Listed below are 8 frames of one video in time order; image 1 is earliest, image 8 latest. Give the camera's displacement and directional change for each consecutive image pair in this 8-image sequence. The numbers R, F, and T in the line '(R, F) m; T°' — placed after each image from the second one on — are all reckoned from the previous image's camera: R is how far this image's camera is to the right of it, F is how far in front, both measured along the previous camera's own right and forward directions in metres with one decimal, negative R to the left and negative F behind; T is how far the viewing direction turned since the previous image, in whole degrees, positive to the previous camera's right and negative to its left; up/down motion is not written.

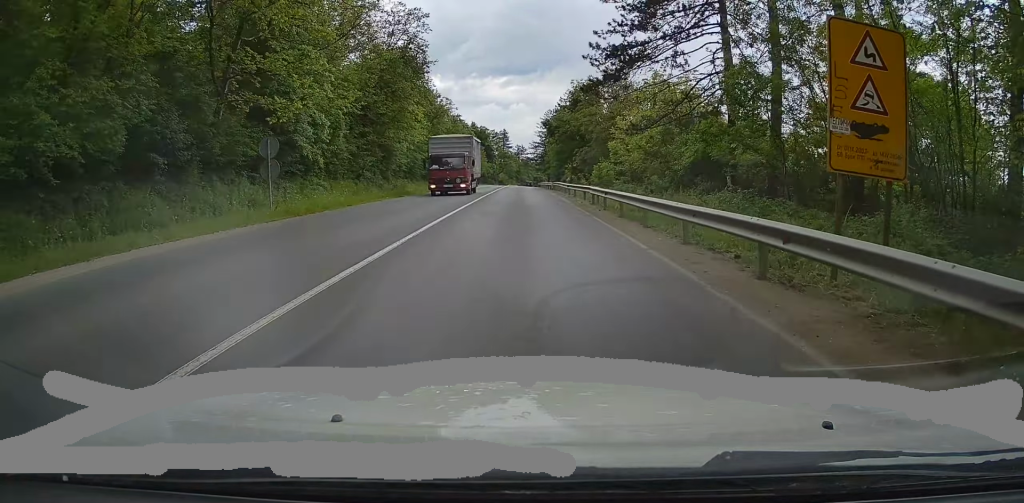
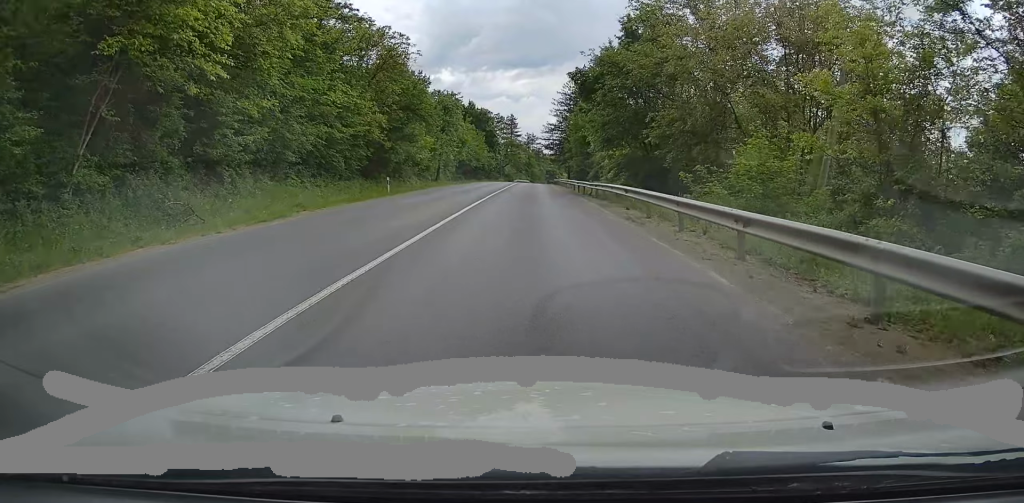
(+0.2, +32.4) m; -1°
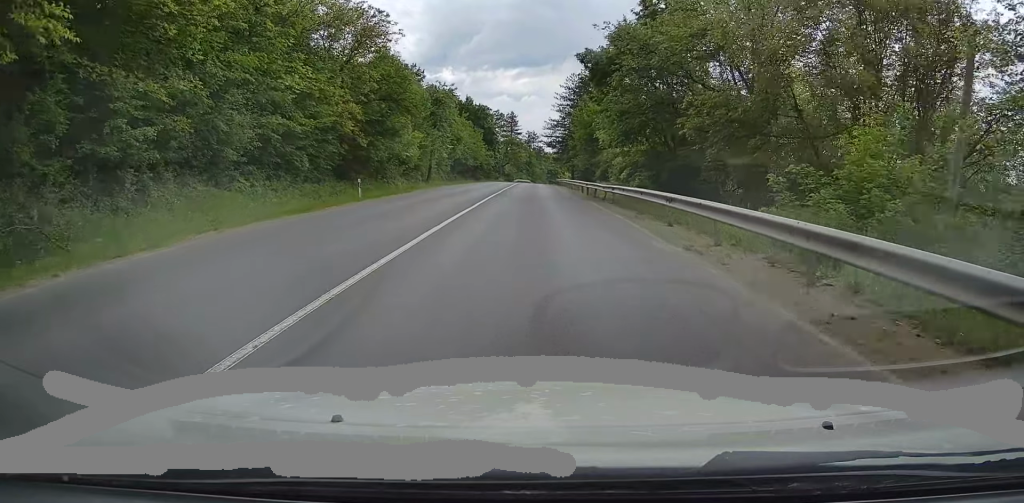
(-0.2, +6.4) m; 0°
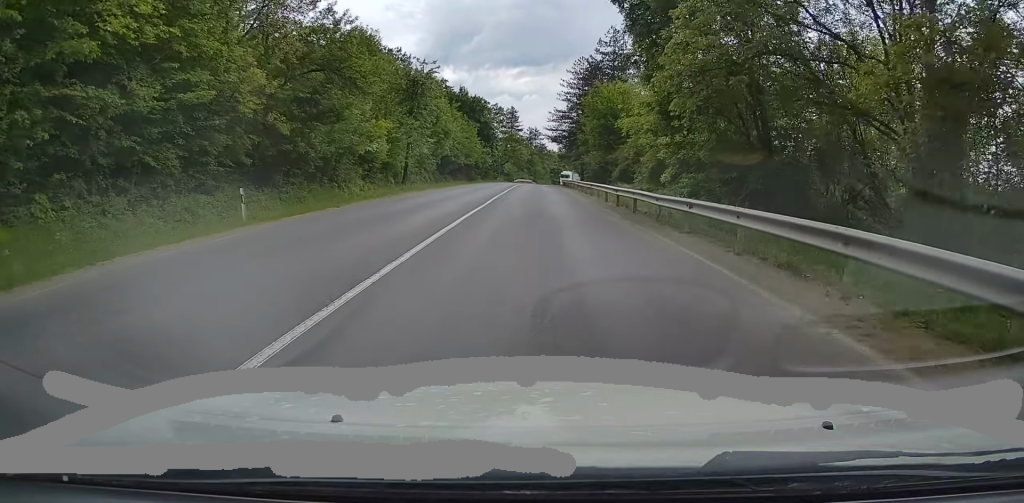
(-0.1, +12.8) m; -1°
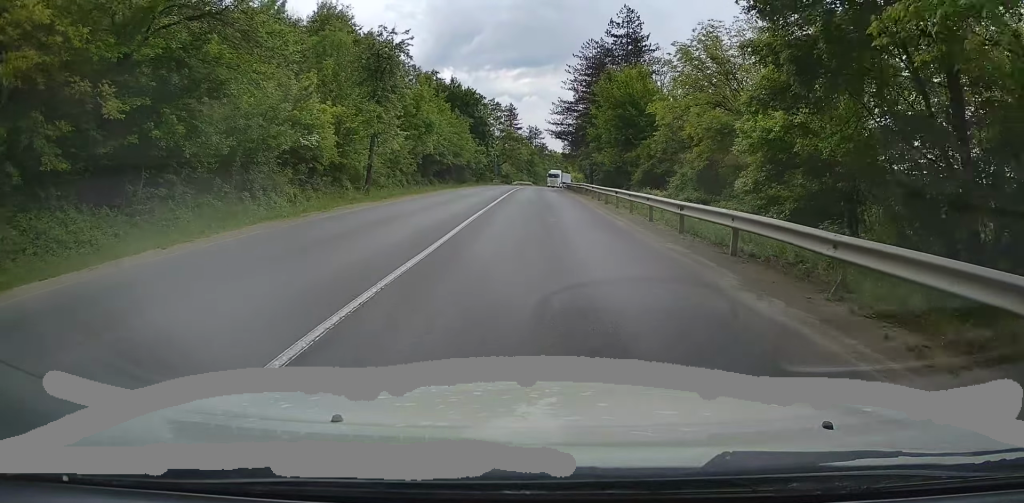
(+0.1, +11.2) m; 0°
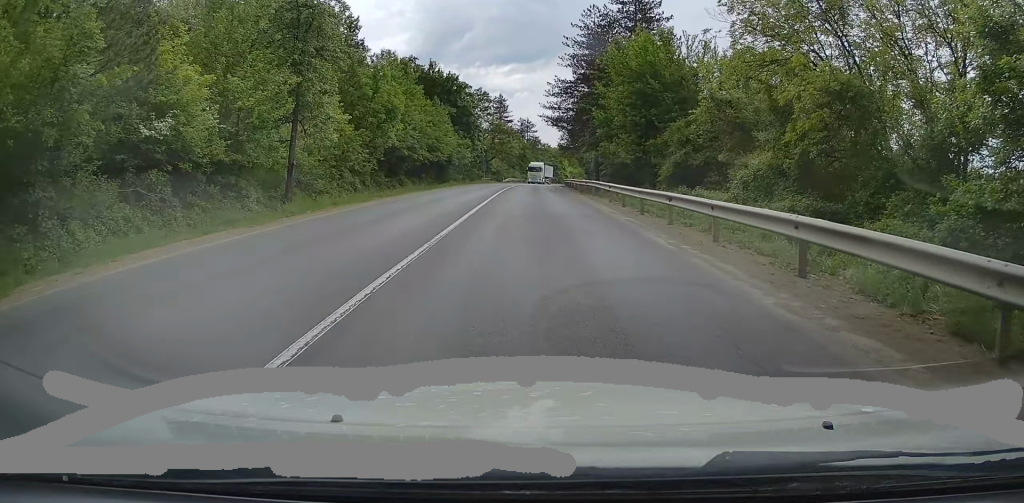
(-0.2, +11.4) m; 0°
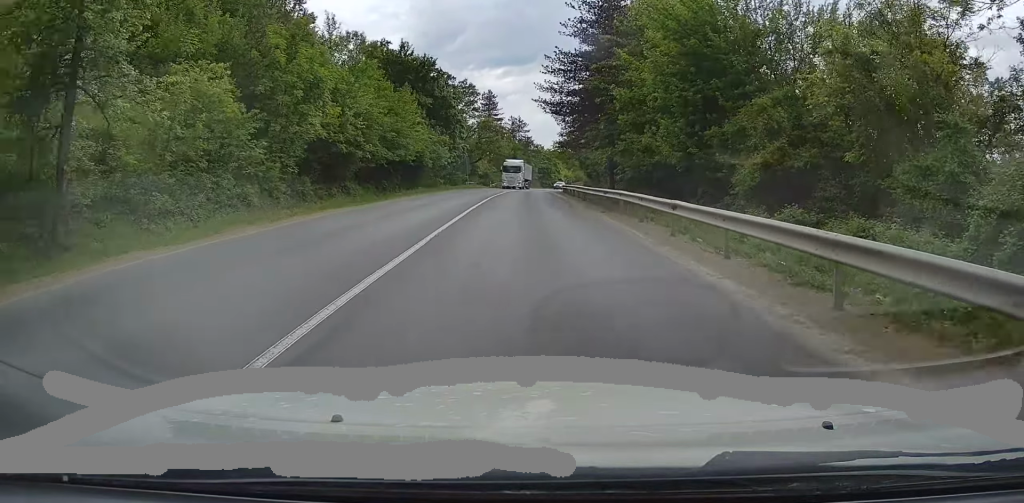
(+0.3, +13.5) m; 0°
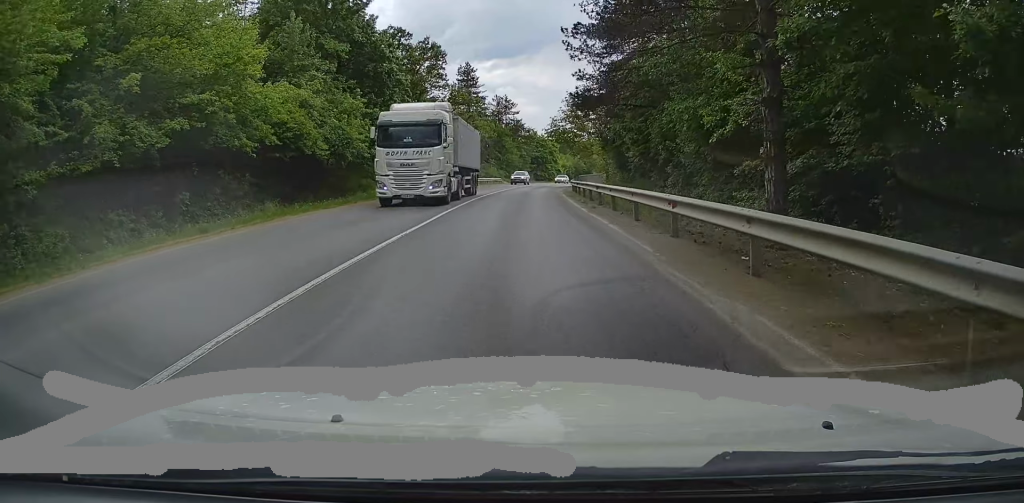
(+0.2, +27.0) m; +1°
